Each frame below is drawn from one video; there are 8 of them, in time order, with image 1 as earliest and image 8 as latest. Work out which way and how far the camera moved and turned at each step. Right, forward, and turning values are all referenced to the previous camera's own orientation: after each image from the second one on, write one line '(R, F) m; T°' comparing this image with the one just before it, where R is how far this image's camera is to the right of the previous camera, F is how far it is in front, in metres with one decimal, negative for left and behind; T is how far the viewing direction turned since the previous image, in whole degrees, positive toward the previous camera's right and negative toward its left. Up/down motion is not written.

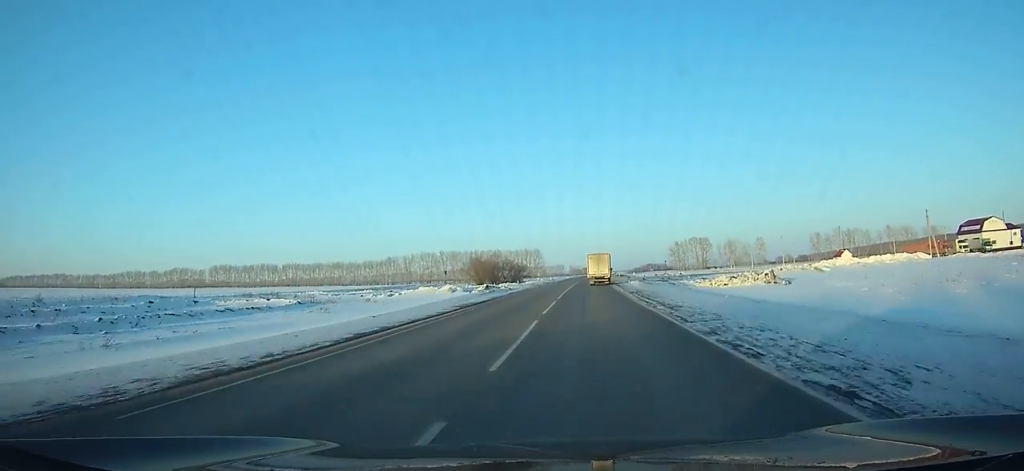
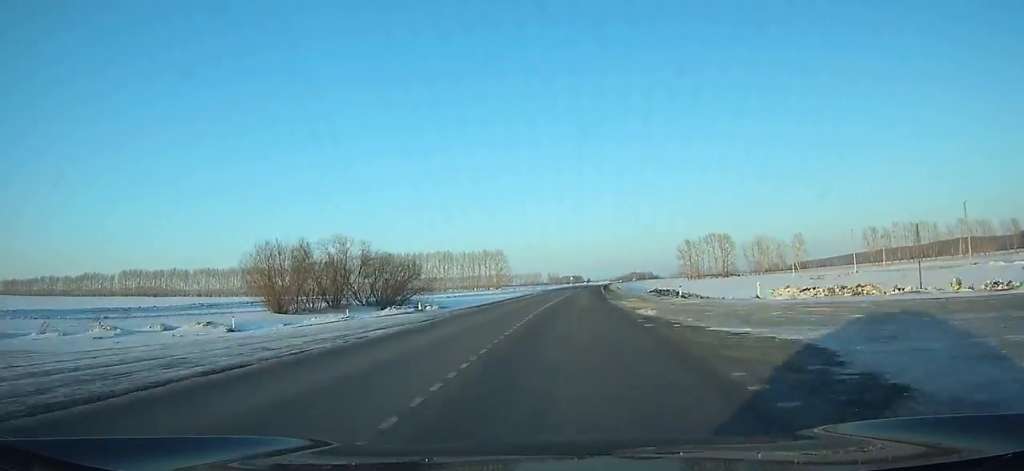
(+2.4, +101.0) m; +3°
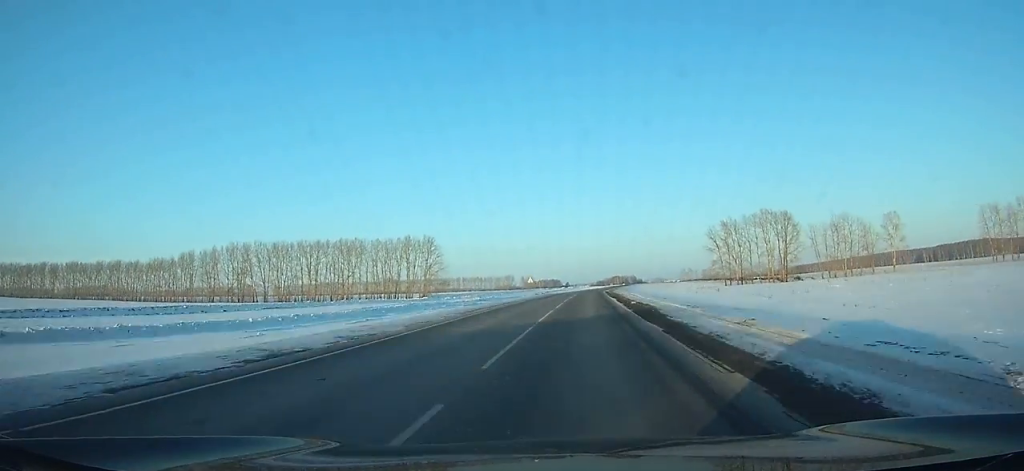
(+1.8, +101.7) m; +2°
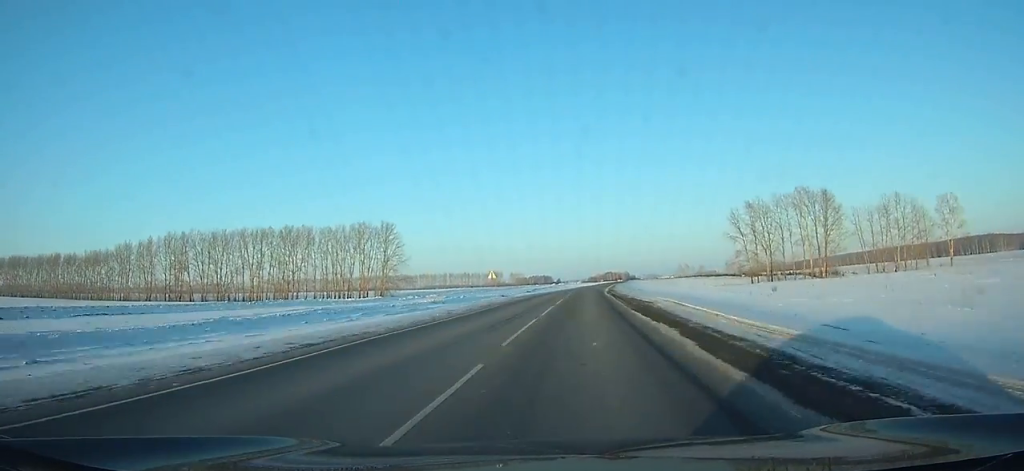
(0.0, +32.0) m; +1°
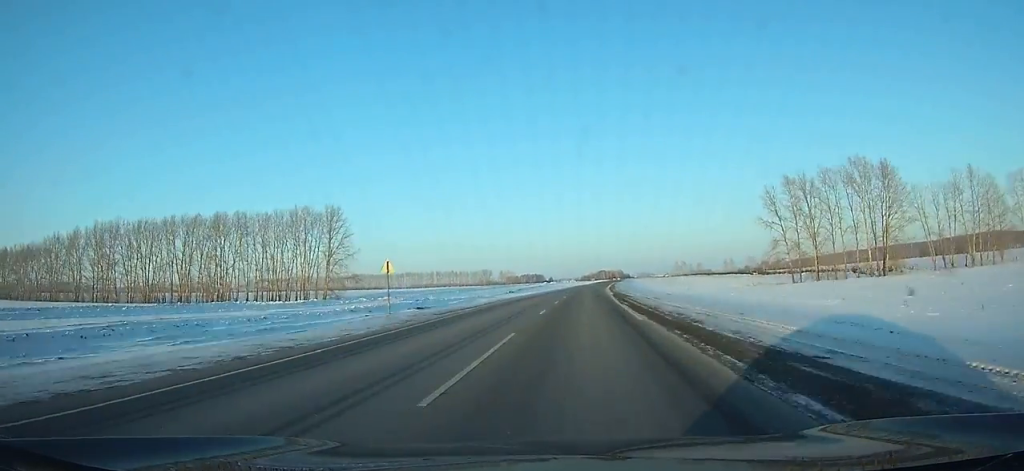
(+0.2, +30.5) m; +1°
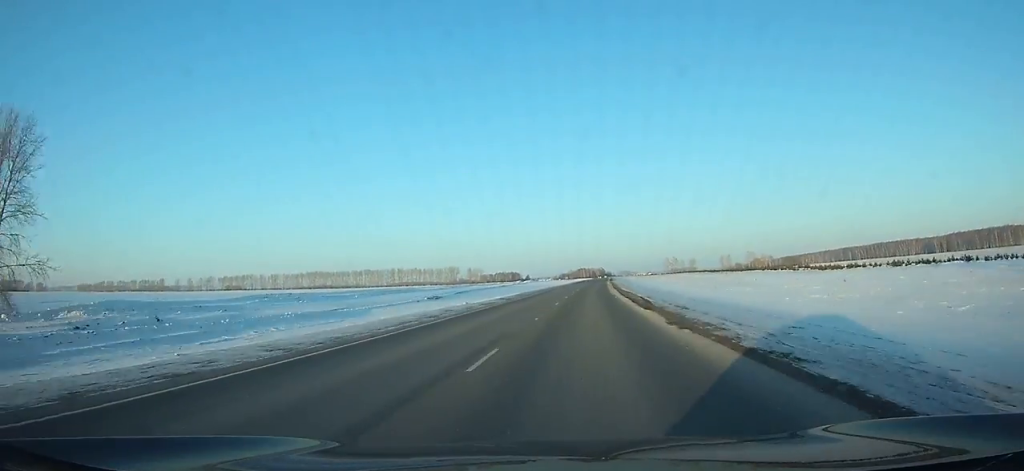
(+1.1, +76.3) m; +2°
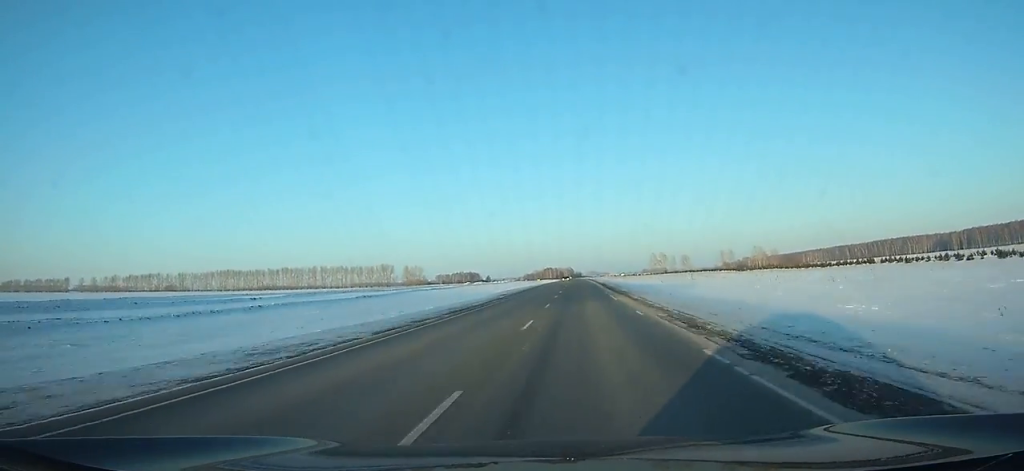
(+3.4, +124.5) m; +3°
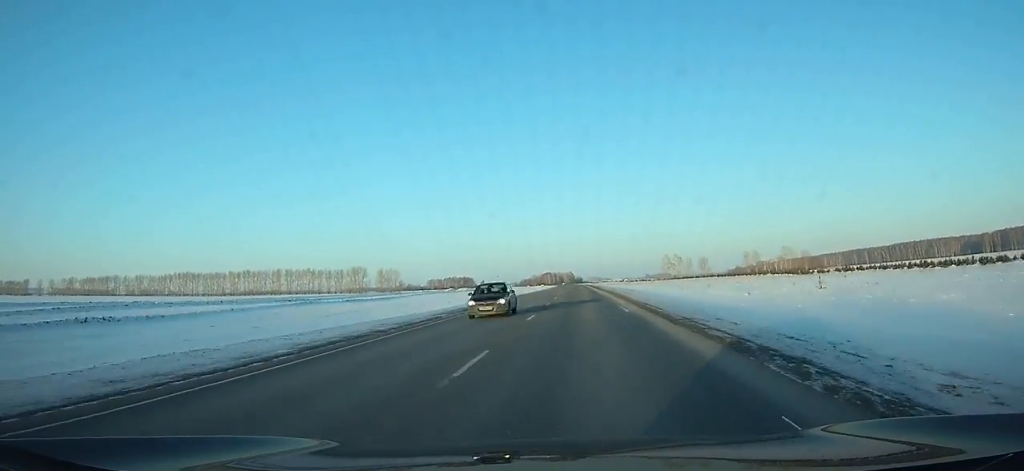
(+0.6, +68.3) m; 0°
